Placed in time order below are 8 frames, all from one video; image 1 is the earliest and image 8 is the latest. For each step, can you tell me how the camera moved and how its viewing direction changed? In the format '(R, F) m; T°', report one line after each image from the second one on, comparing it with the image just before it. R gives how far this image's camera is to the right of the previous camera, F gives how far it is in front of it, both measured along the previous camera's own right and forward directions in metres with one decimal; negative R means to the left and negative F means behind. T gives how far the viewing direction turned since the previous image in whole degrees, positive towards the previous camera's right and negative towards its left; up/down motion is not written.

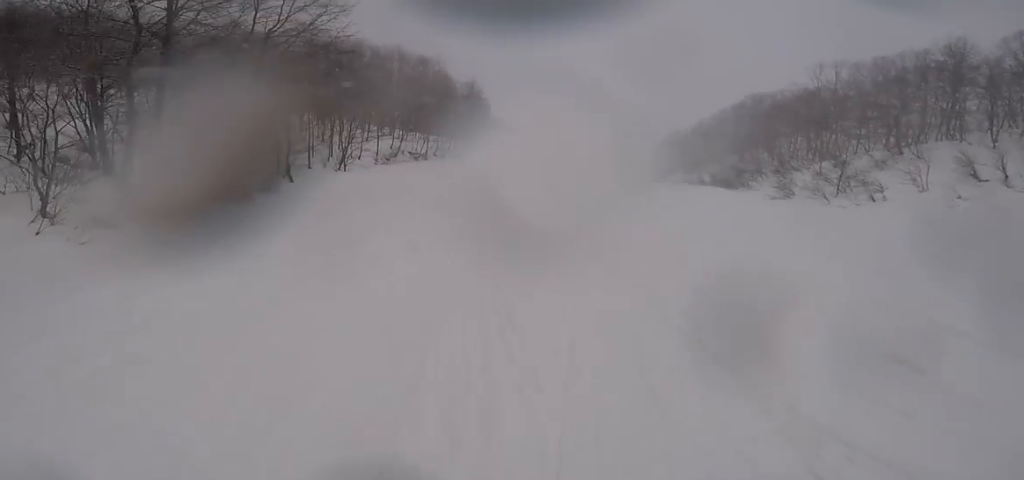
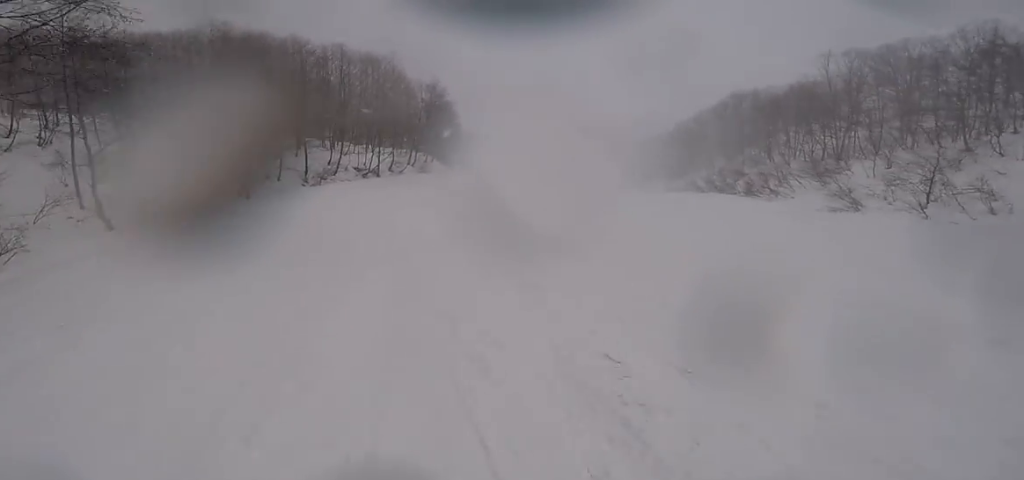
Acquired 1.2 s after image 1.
(-0.4, +13.6) m; +3°
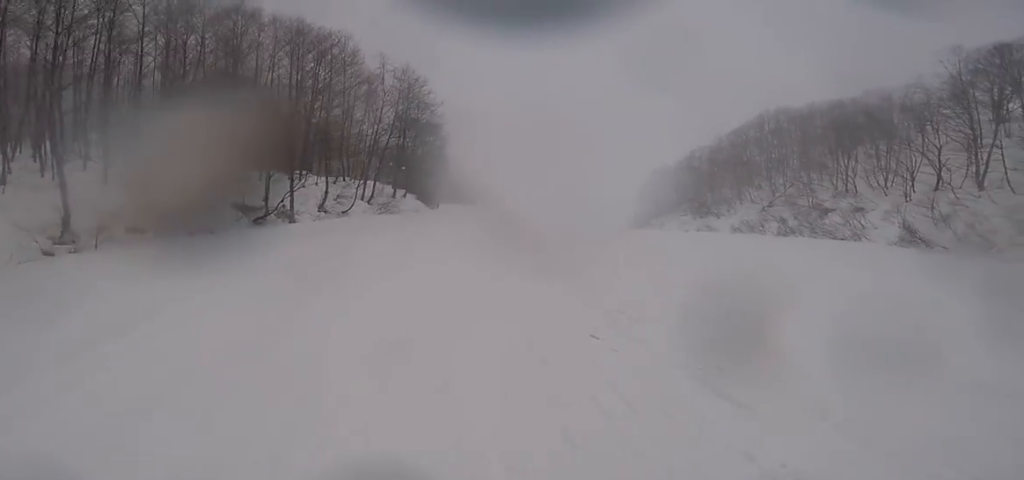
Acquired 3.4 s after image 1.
(+1.8, +23.7) m; +4°
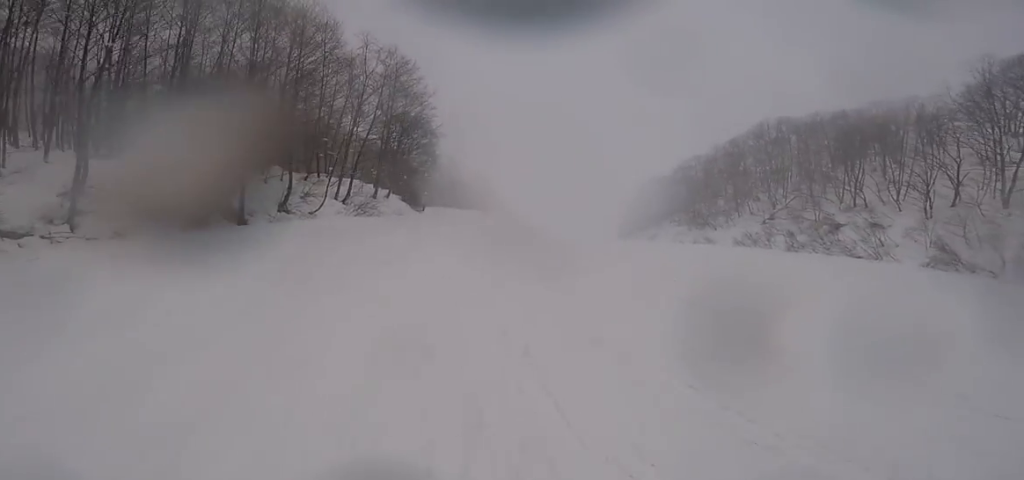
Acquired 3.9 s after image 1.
(0.0, +4.7) m; 0°
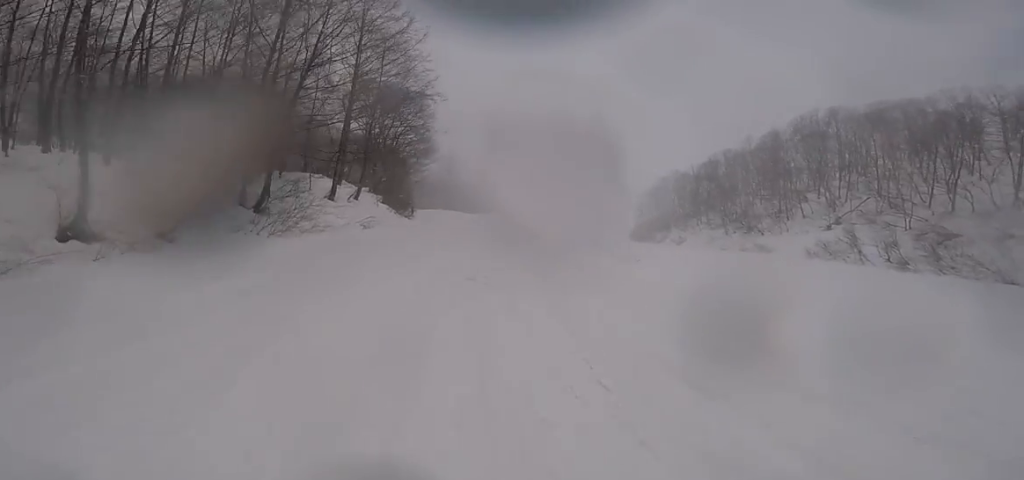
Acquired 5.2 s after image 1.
(0.0, +13.5) m; 0°
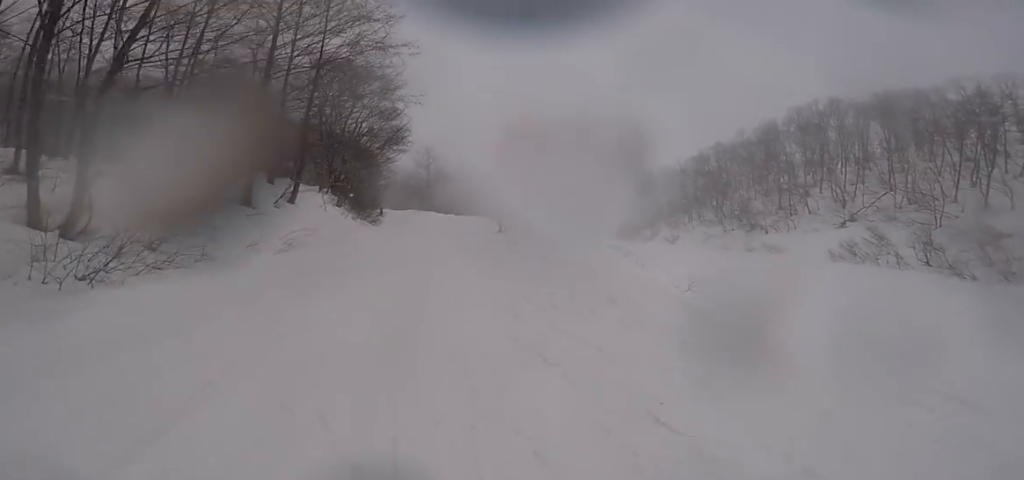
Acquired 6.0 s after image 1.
(0.0, +7.9) m; 0°
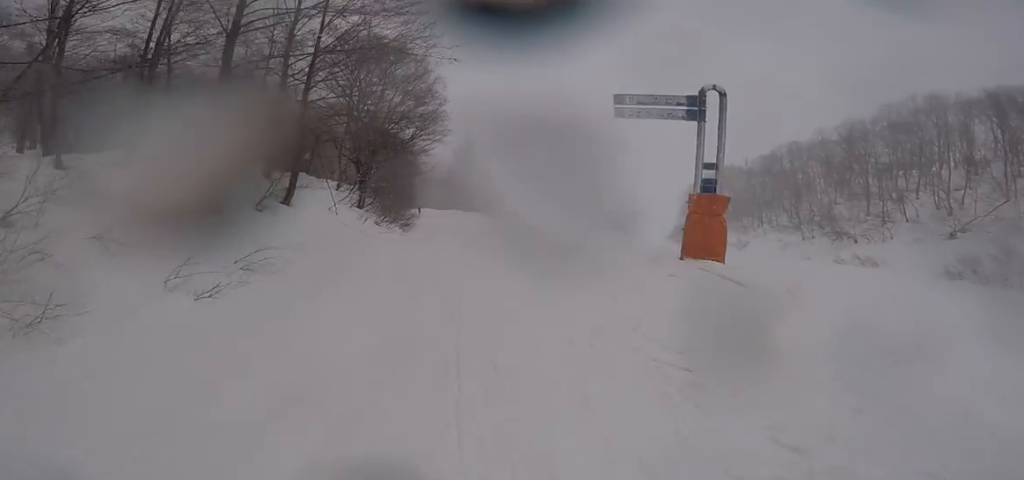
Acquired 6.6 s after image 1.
(0.0, +5.5) m; 0°
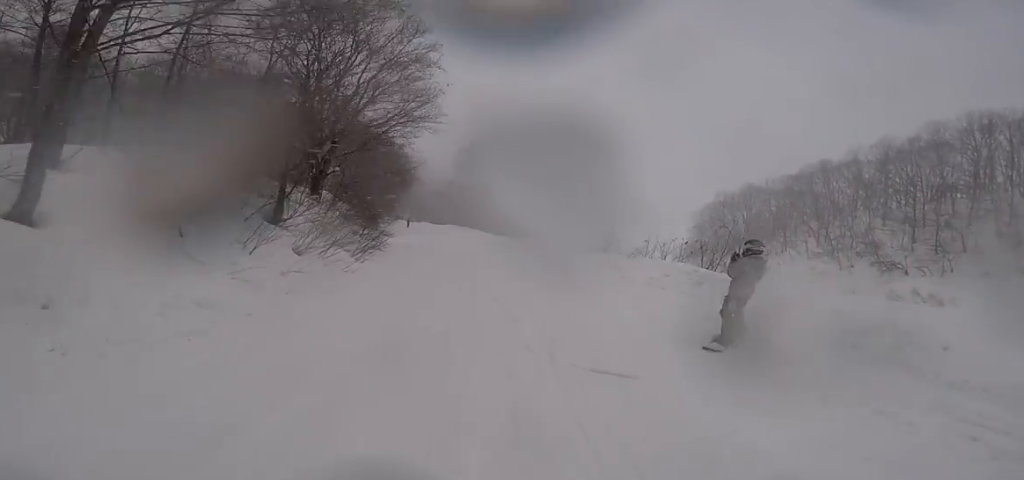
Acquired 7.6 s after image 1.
(0.0, +9.3) m; -1°
